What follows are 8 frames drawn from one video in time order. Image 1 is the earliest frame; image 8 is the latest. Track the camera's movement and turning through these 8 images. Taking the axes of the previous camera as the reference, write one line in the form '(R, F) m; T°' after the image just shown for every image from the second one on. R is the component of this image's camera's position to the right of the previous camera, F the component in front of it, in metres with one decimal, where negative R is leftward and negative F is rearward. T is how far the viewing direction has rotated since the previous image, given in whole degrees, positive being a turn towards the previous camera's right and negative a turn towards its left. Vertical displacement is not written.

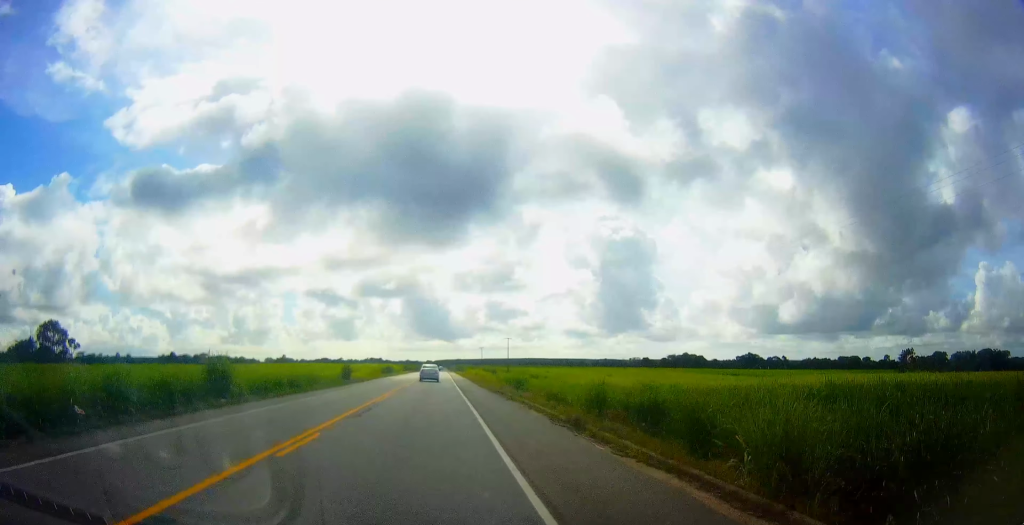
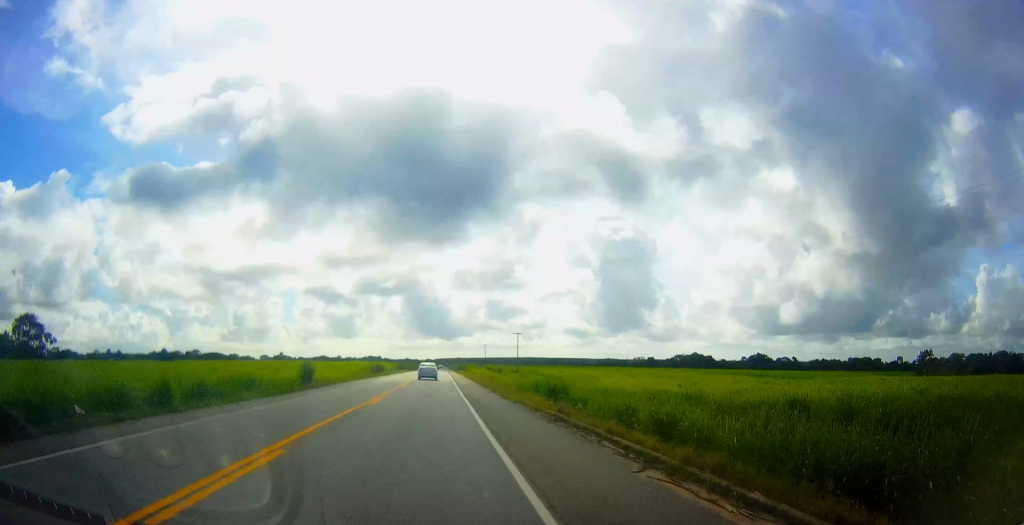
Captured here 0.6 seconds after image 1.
(0.0, +17.3) m; 0°
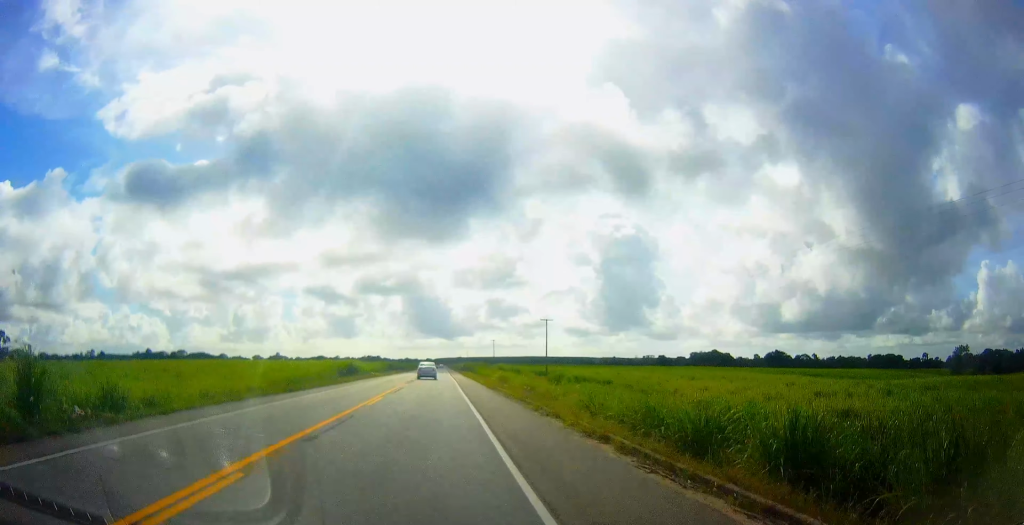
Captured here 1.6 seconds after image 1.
(0.0, +31.0) m; 0°
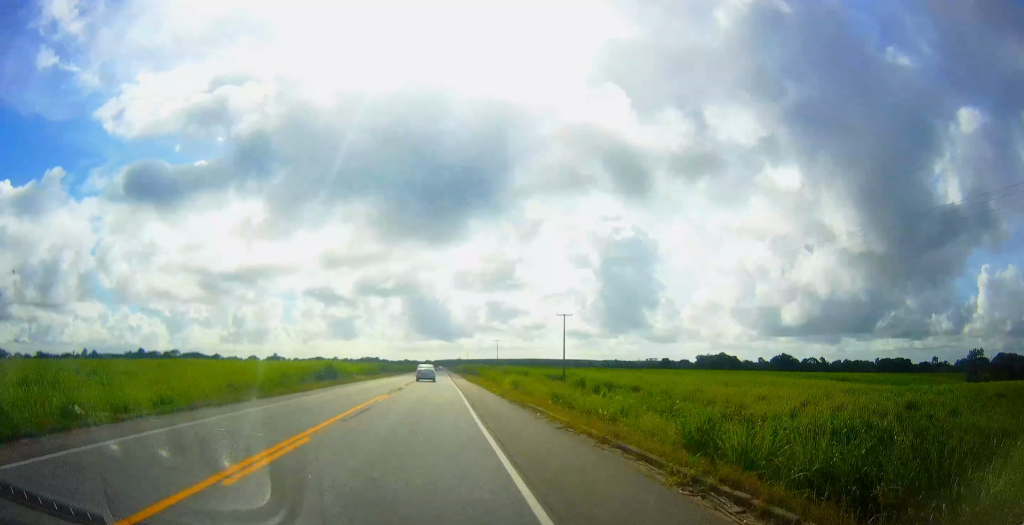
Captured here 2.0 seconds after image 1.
(0.0, +12.4) m; 0°
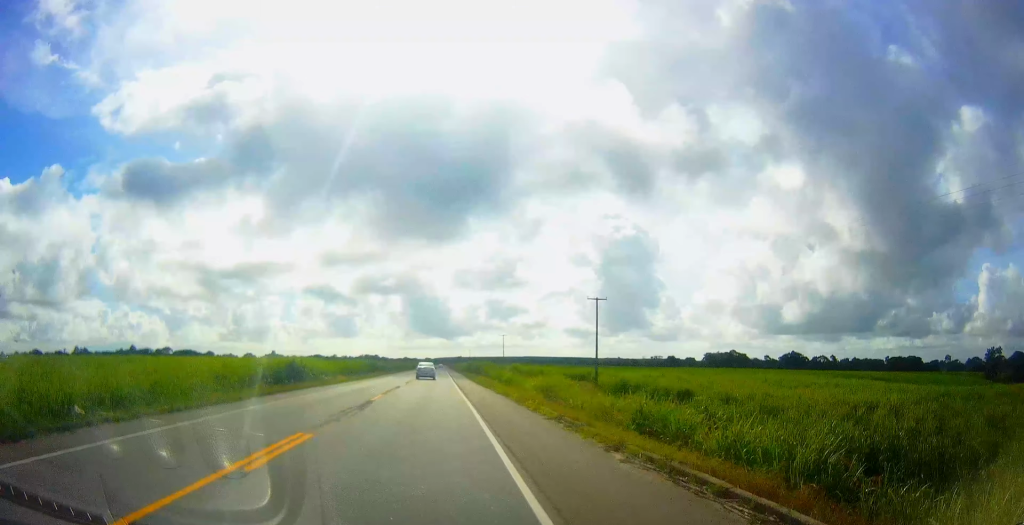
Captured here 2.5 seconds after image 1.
(0.0, +14.9) m; 0°
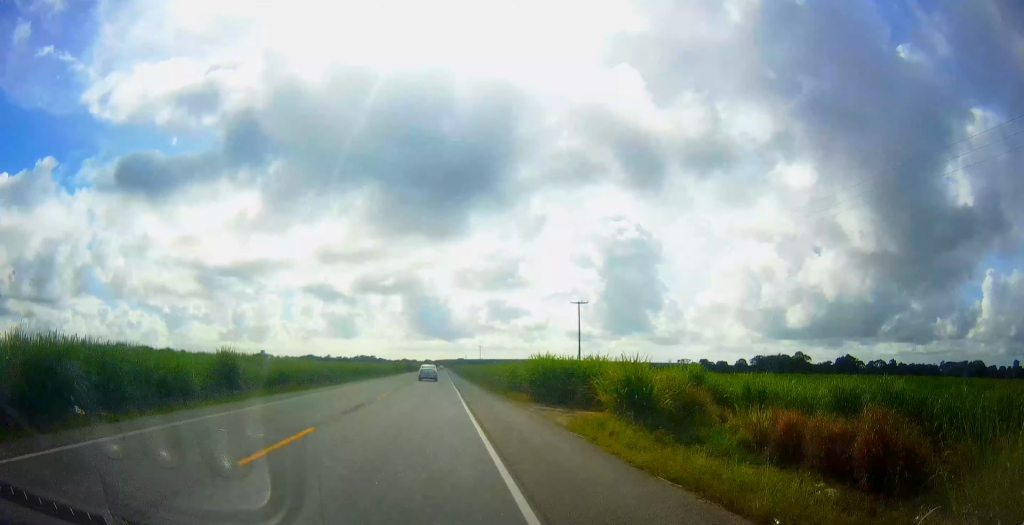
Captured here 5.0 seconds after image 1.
(+0.7, +74.7) m; +1°
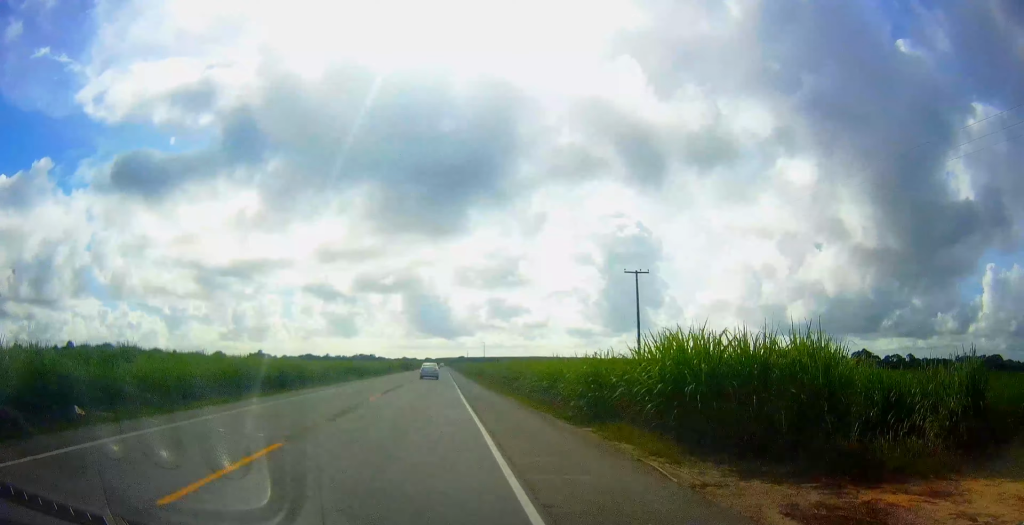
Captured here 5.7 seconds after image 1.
(0.0, +18.7) m; 0°
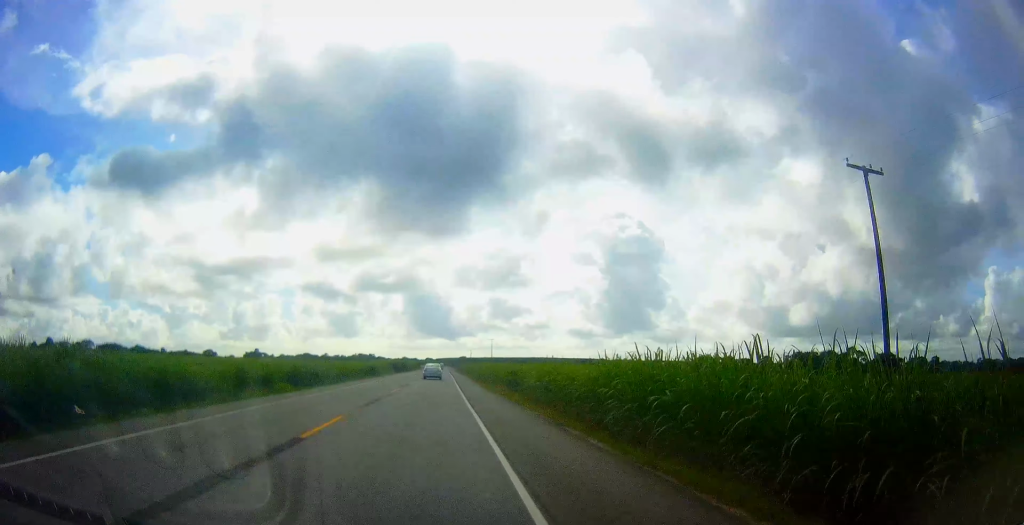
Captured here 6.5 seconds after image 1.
(-0.3, +26.1) m; -1°
